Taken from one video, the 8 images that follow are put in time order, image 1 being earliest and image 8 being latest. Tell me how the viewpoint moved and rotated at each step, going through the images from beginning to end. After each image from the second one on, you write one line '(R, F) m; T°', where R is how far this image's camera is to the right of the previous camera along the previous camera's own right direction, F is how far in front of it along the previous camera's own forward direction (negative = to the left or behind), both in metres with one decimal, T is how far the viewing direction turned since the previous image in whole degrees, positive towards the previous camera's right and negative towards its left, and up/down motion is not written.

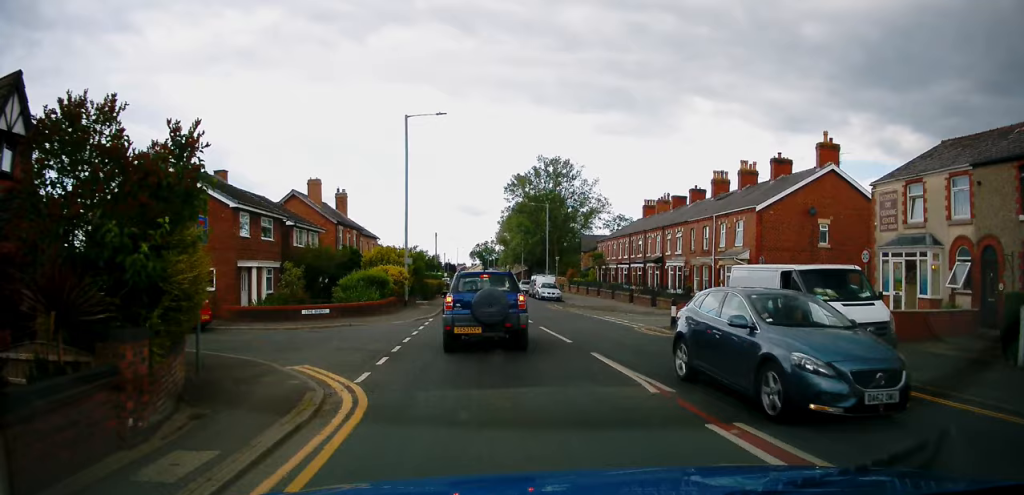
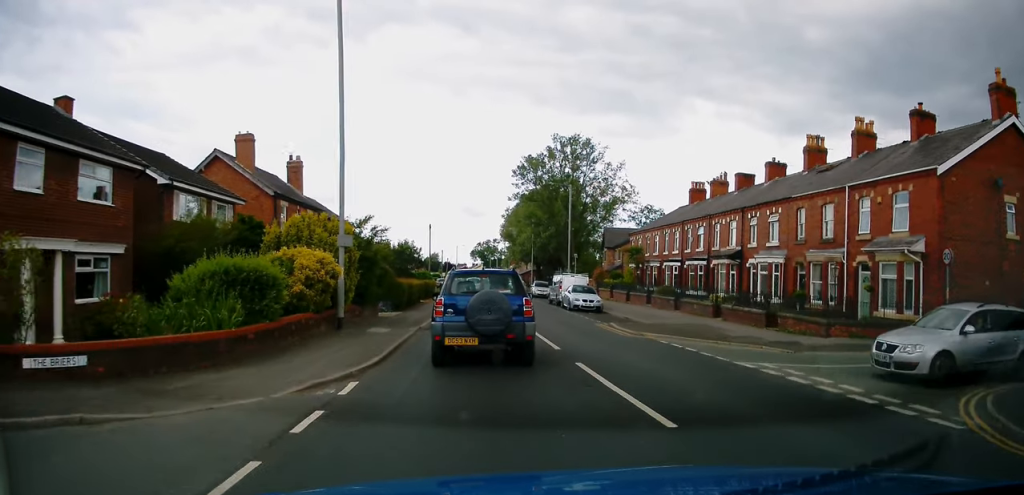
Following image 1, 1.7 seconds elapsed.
(-0.3, +15.1) m; -1°
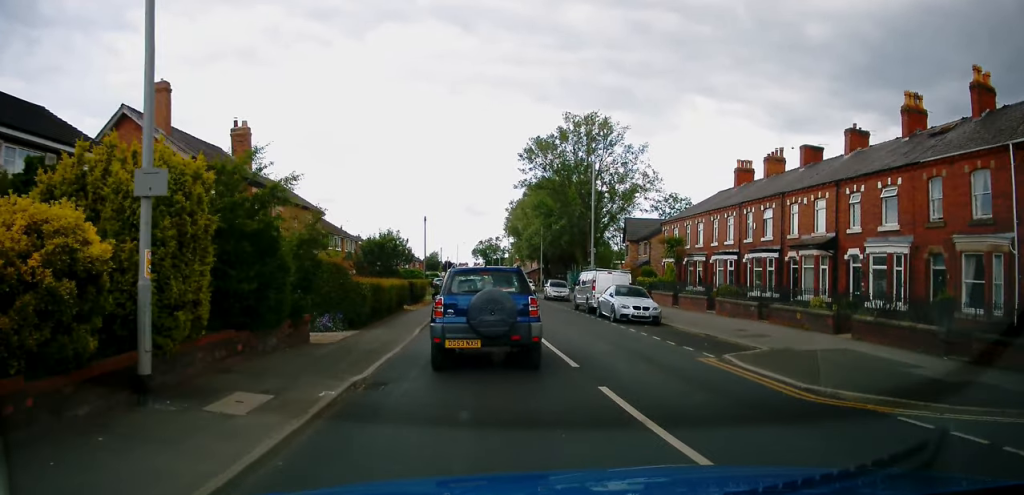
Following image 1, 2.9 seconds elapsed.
(+0.1, +10.1) m; 0°
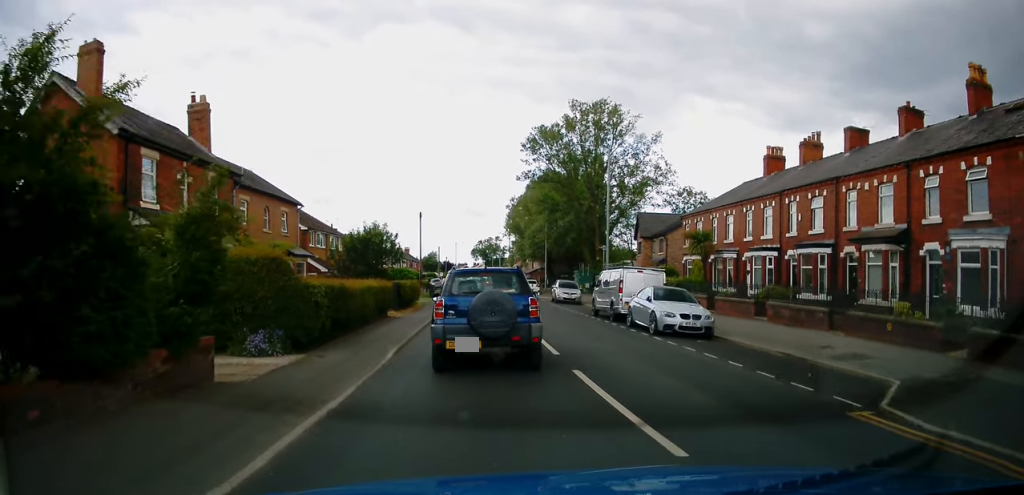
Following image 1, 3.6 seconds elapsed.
(0.0, +5.4) m; 0°
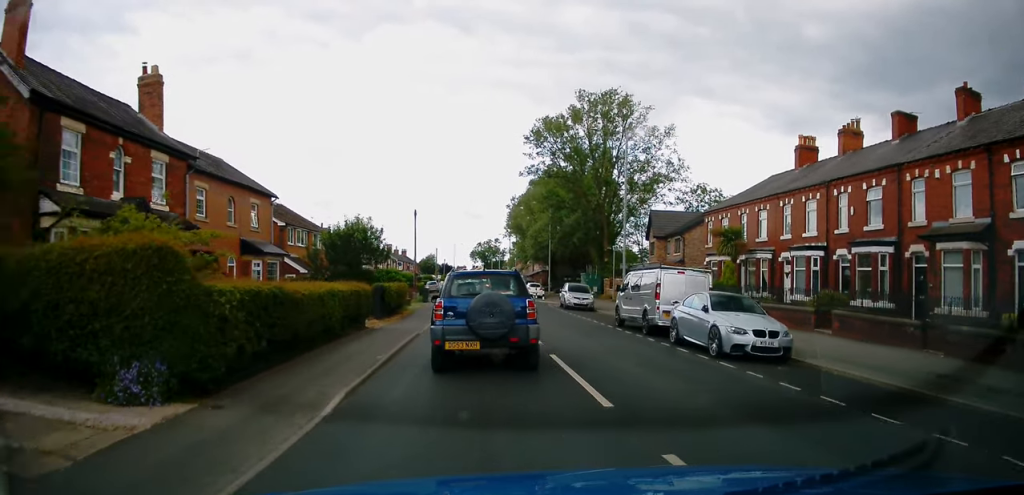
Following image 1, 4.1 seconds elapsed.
(0.0, +4.6) m; 0°
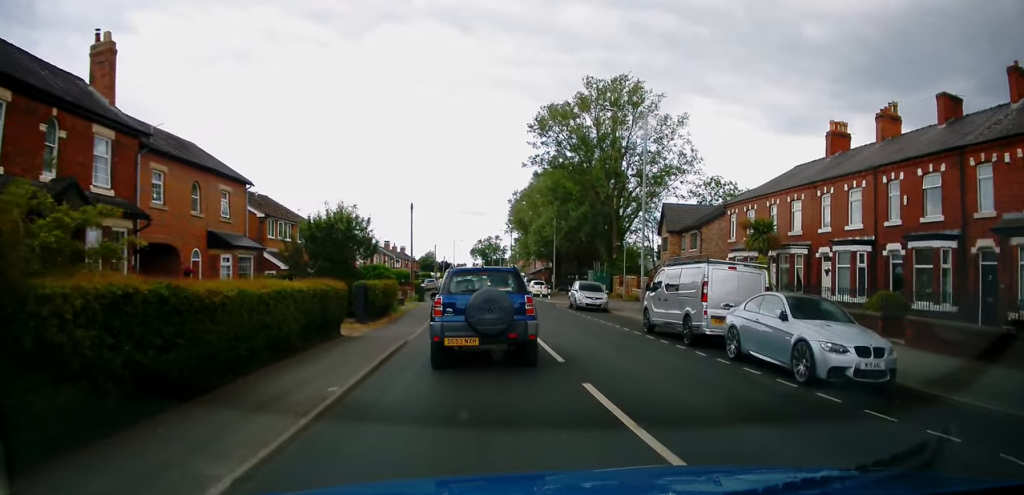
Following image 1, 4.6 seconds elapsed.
(0.0, +3.7) m; 0°
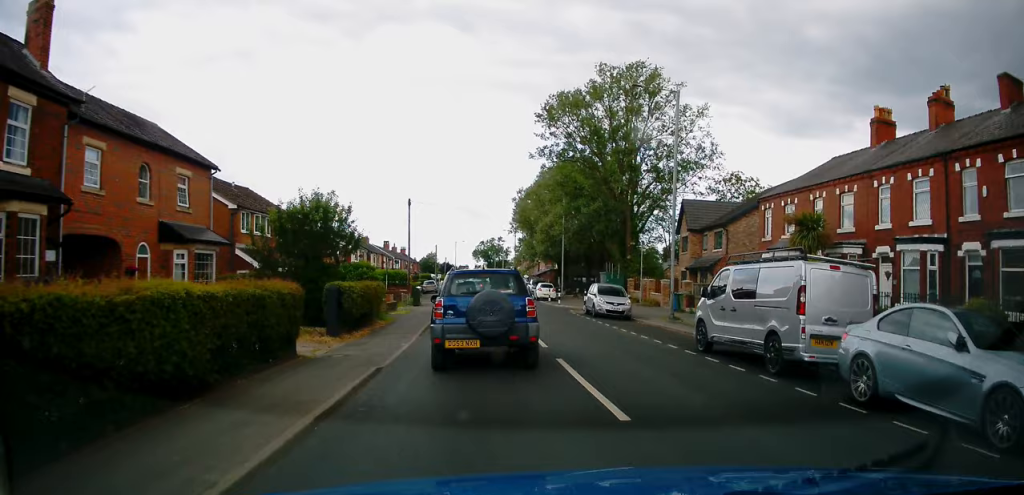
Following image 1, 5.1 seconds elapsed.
(0.0, +4.4) m; +1°
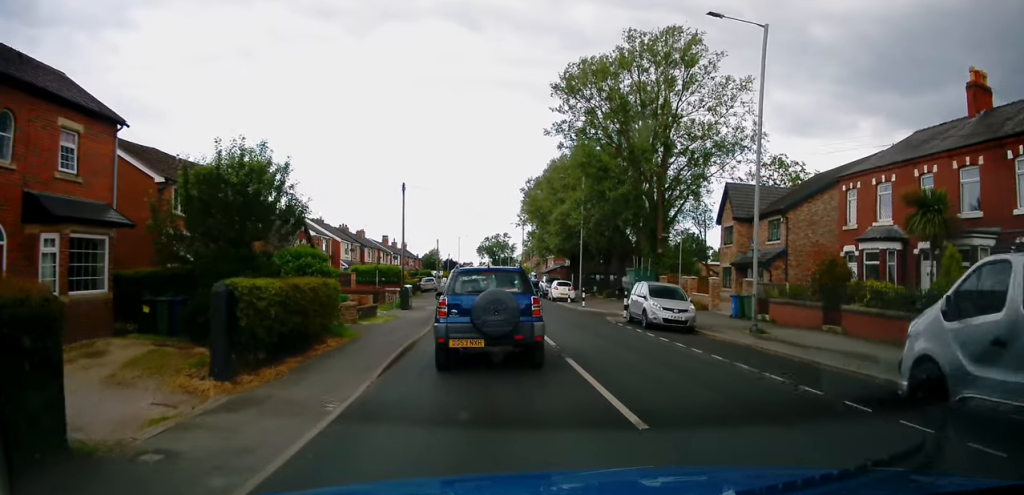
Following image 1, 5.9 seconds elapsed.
(+0.1, +7.6) m; -2°
